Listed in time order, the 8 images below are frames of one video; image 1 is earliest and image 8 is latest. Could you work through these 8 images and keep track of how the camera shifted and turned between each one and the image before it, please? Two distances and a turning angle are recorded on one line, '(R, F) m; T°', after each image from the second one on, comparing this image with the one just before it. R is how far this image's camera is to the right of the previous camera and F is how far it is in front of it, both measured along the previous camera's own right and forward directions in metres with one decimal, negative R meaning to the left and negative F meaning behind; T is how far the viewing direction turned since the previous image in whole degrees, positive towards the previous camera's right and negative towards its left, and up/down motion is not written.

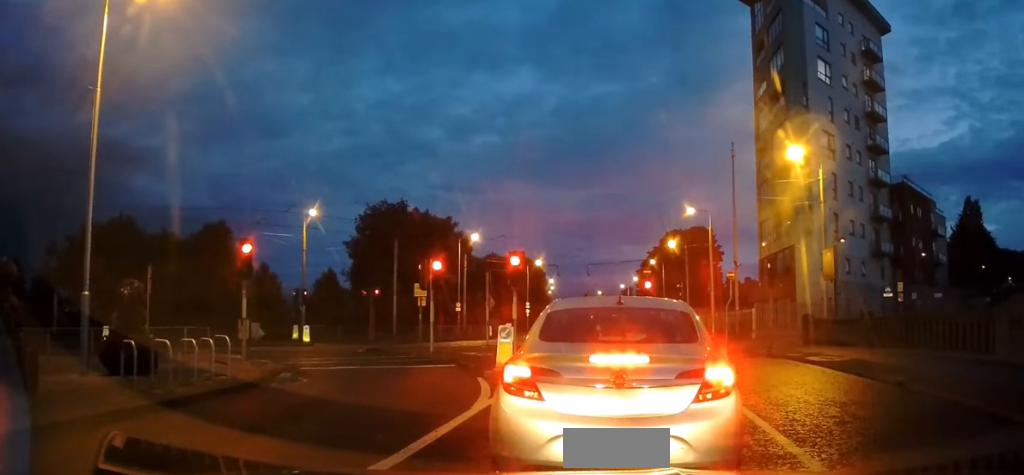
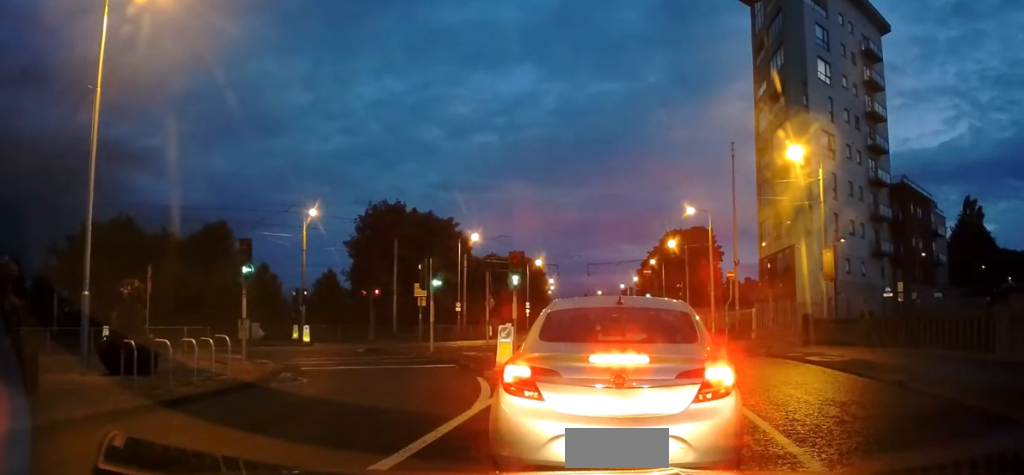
(0.0, 0.0) m; 0°
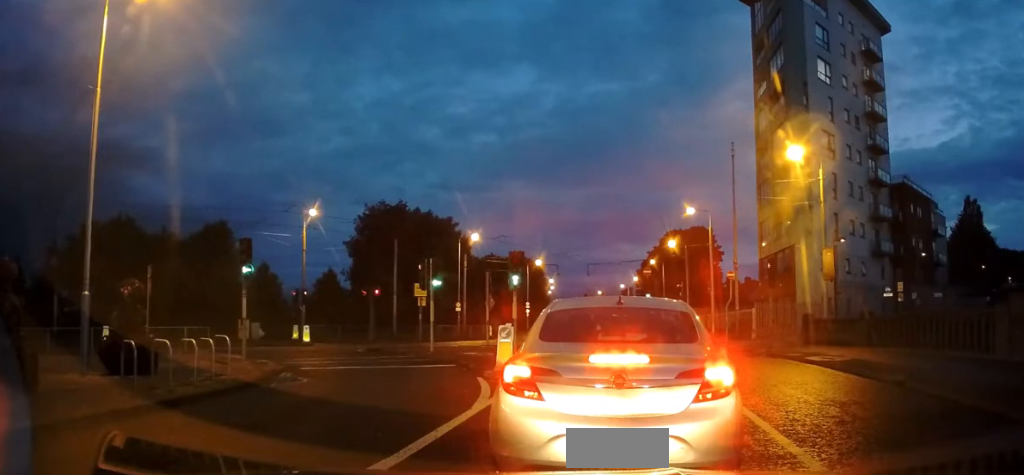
(0.0, 0.0) m; 0°
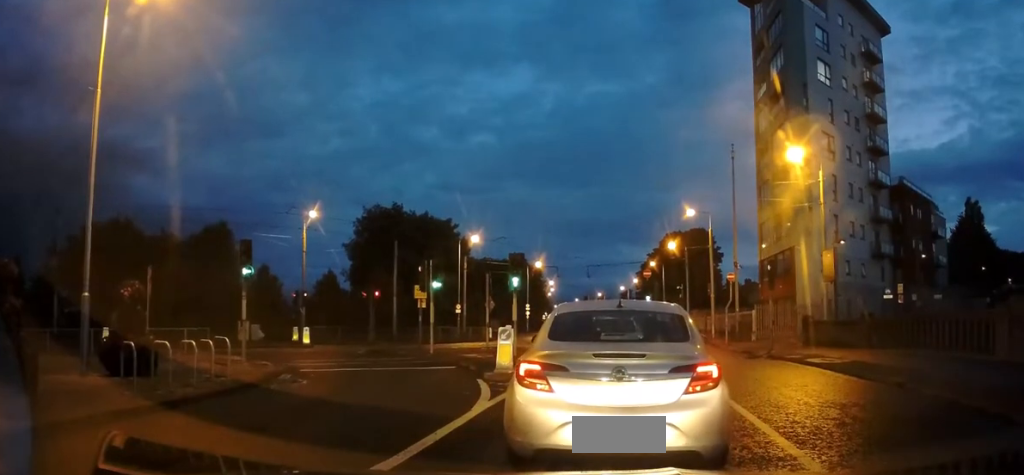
(0.0, +0.2) m; +2°
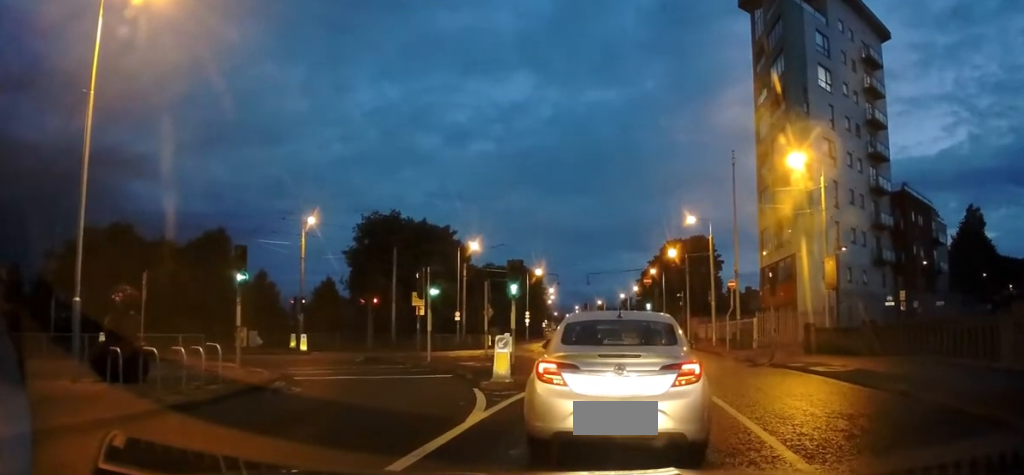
(+0.1, +0.6) m; +5°
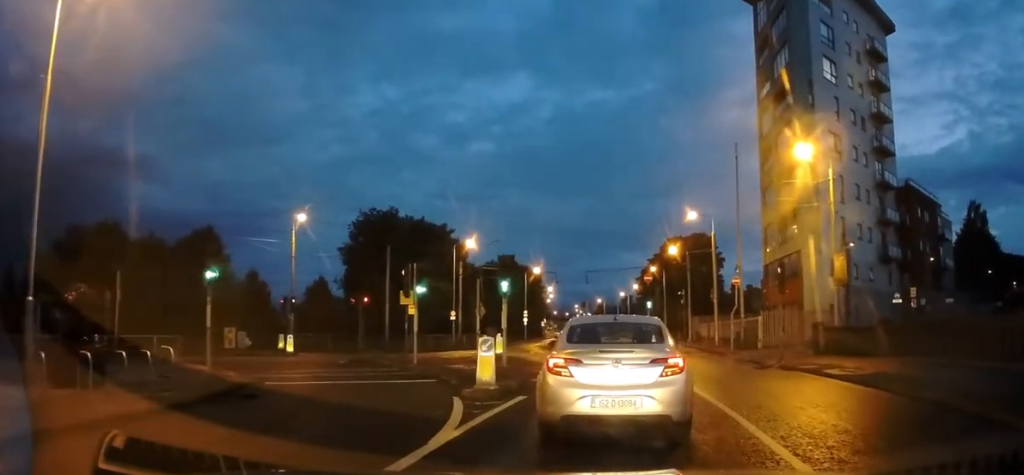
(0.0, +2.1) m; 0°
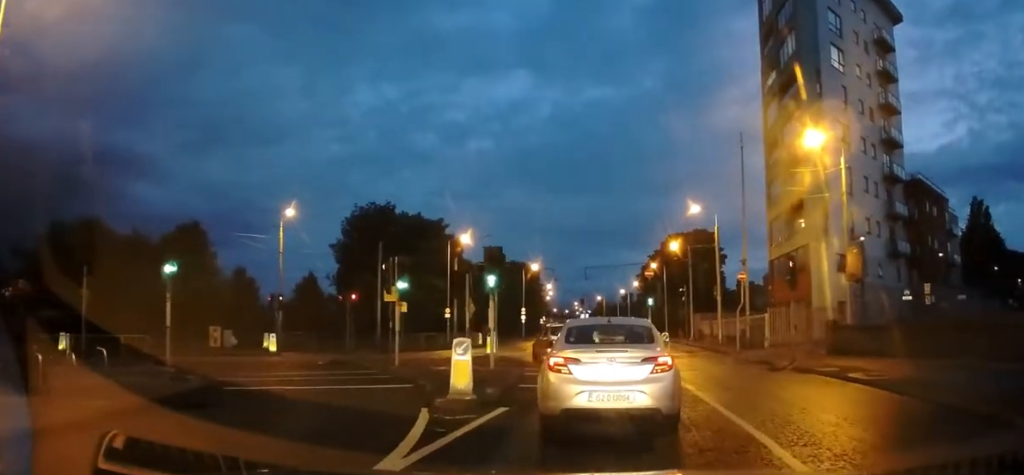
(0.0, +1.5) m; 0°
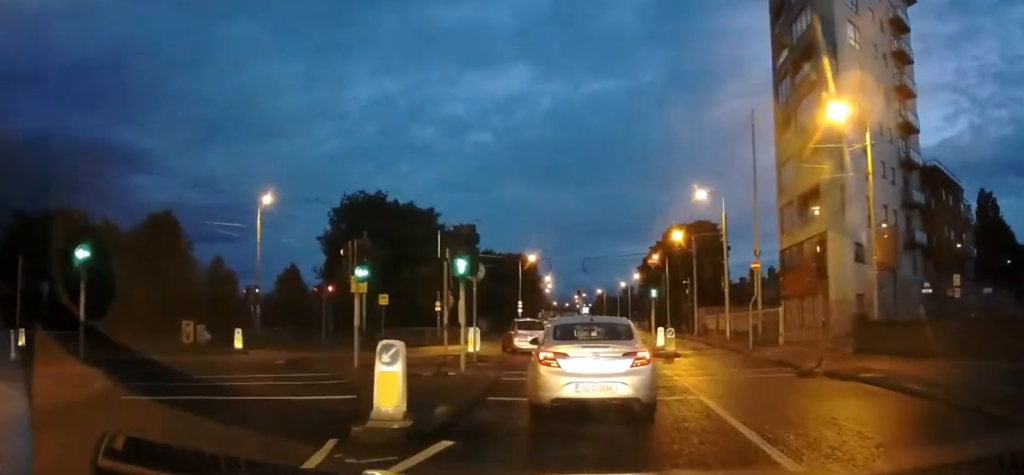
(0.0, +2.1) m; 0°
